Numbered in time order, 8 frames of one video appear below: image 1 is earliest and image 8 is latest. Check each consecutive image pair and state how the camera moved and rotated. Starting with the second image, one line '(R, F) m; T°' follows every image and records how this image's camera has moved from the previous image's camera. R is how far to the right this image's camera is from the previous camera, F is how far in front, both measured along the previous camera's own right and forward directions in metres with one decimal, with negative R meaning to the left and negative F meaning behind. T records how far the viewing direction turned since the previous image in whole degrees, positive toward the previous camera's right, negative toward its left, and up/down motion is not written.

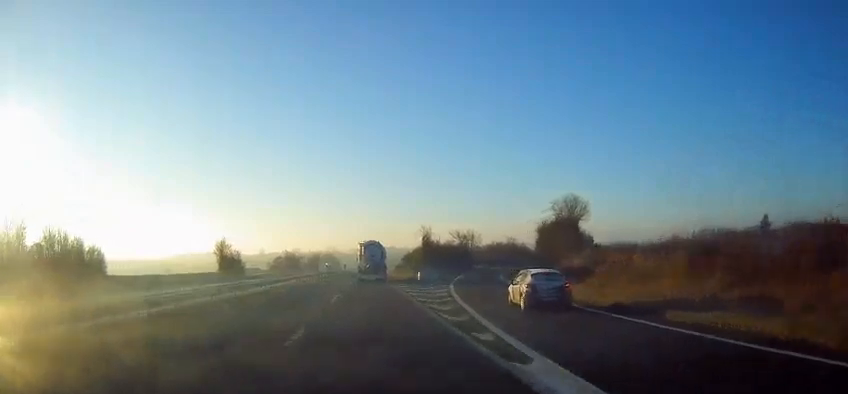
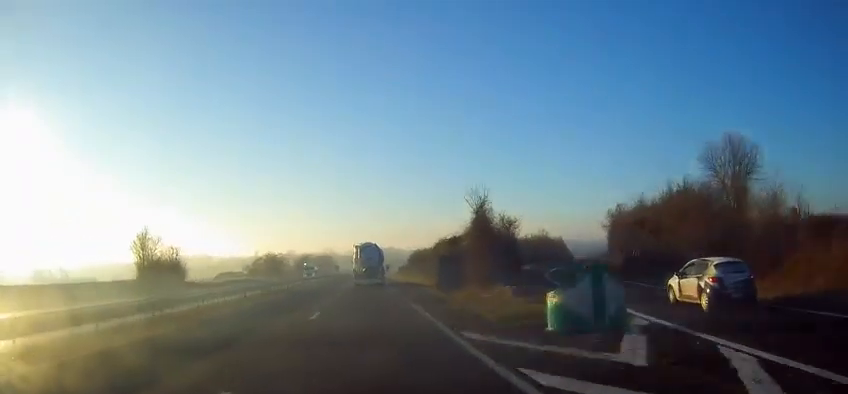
(0.0, +32.9) m; 0°
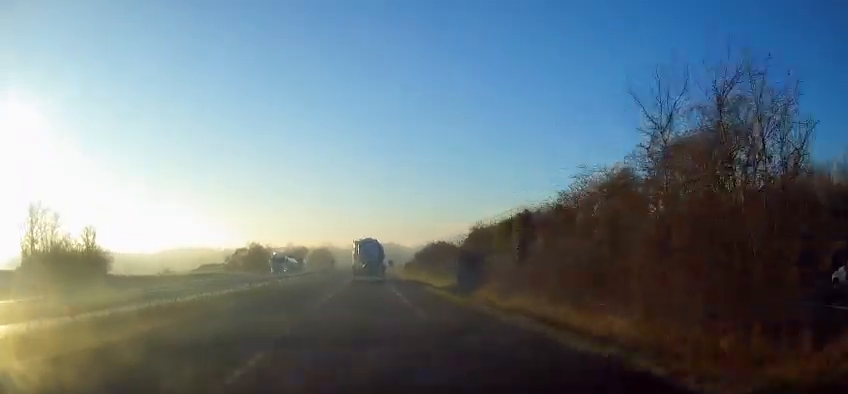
(0.0, +22.9) m; +1°
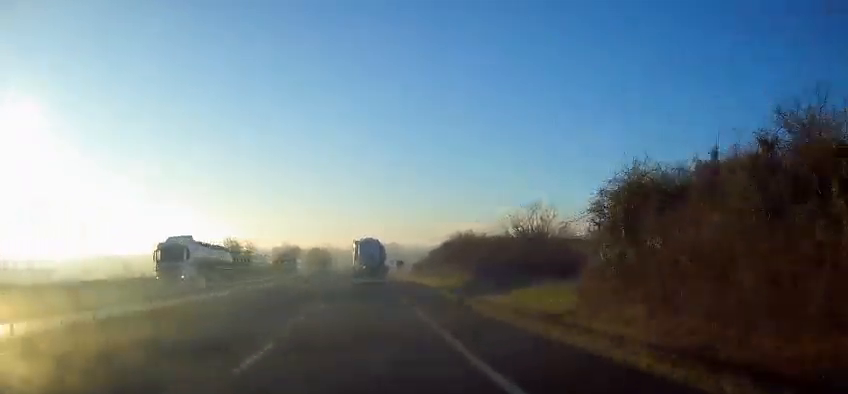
(+0.2, +25.3) m; 0°
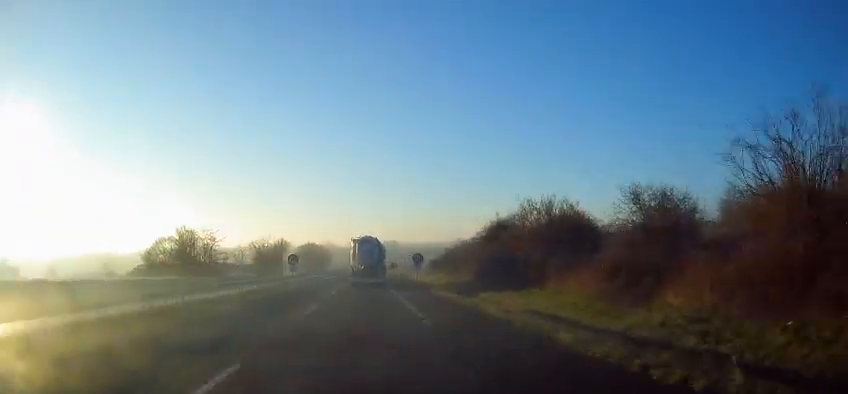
(-0.4, +28.5) m; -1°
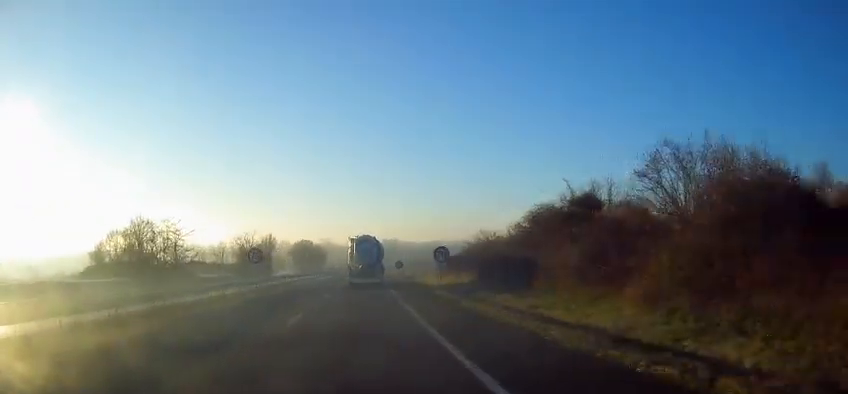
(0.0, +17.2) m; 0°
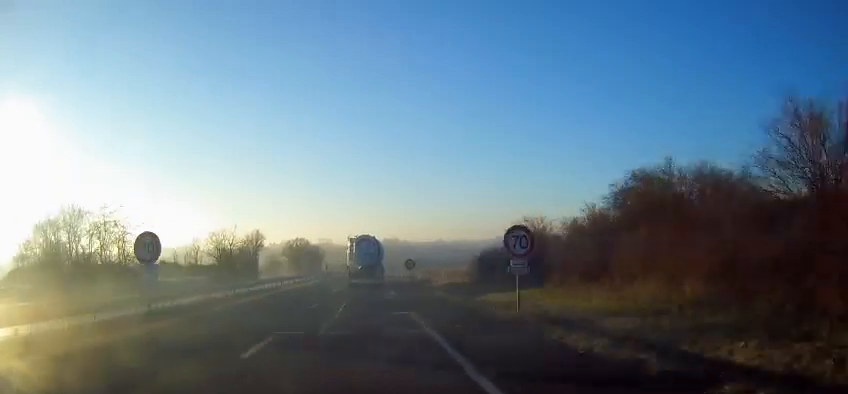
(0.0, +18.0) m; 0°
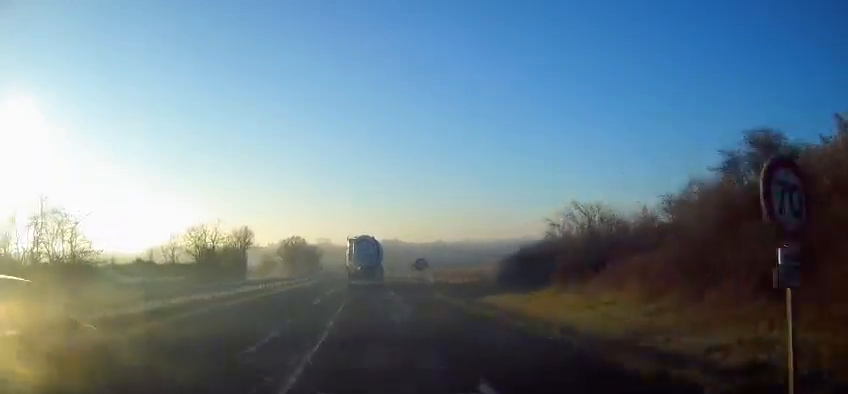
(0.0, +12.0) m; 0°
